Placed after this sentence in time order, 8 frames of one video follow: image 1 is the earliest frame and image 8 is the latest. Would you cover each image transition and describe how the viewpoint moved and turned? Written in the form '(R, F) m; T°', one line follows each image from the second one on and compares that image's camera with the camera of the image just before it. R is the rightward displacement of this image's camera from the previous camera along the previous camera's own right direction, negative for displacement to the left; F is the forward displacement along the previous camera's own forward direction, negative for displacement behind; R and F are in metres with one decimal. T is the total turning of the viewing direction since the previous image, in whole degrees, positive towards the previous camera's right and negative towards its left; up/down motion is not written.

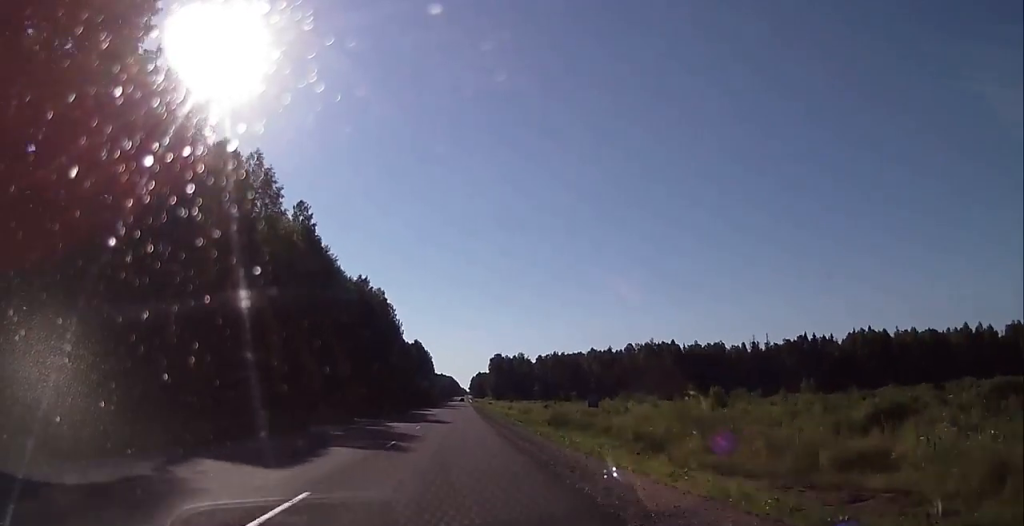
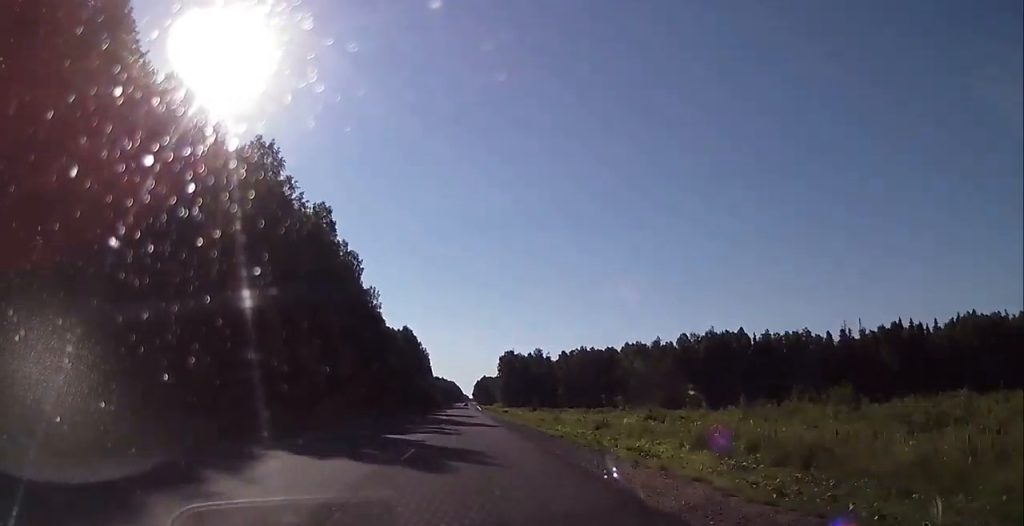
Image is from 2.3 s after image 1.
(-0.1, +73.4) m; 0°
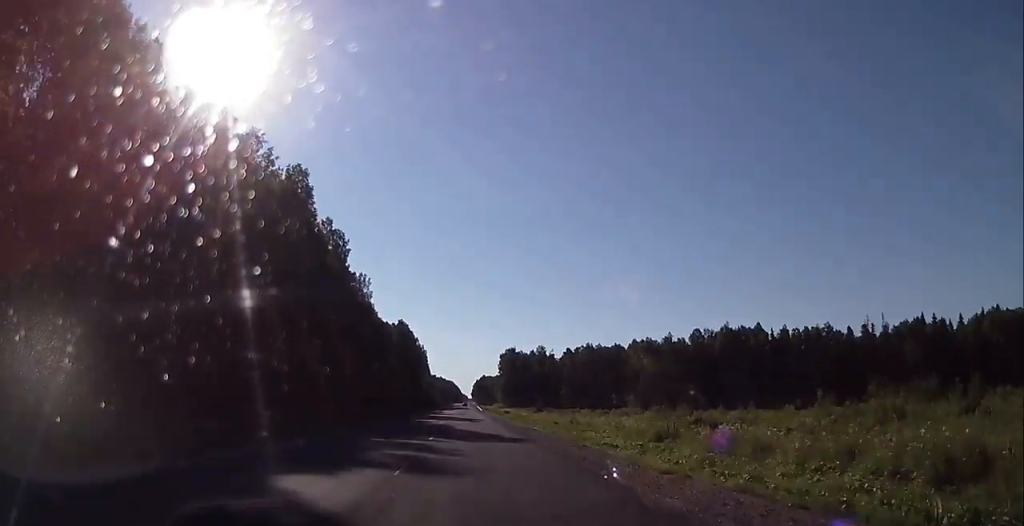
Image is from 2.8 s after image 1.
(+0.1, +14.9) m; +1°
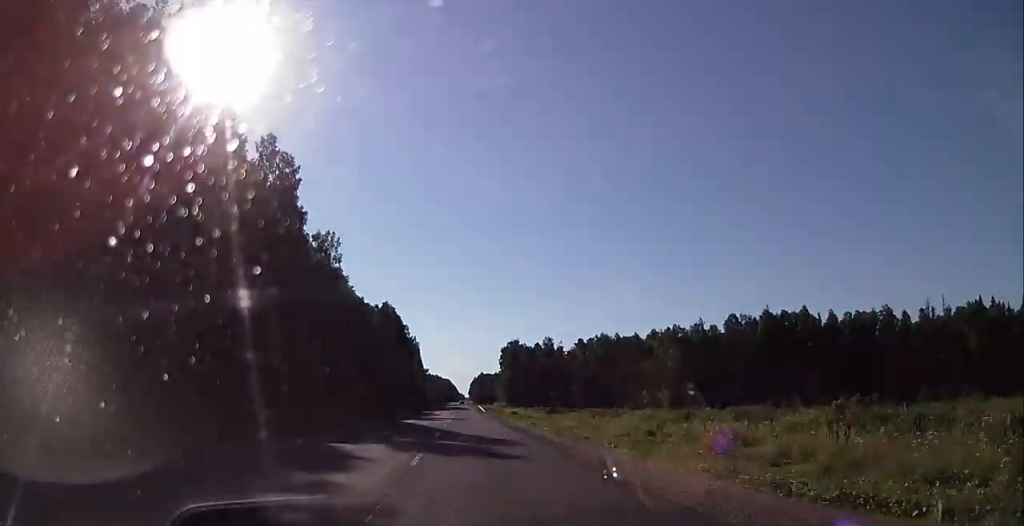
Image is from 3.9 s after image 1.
(+0.4, +34.2) m; +1°
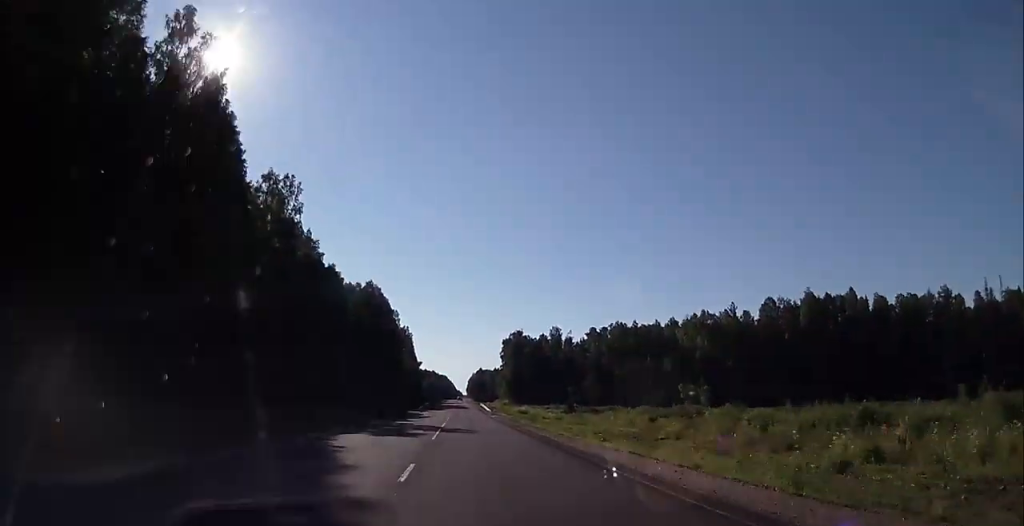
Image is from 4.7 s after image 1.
(+0.3, +26.9) m; +1°
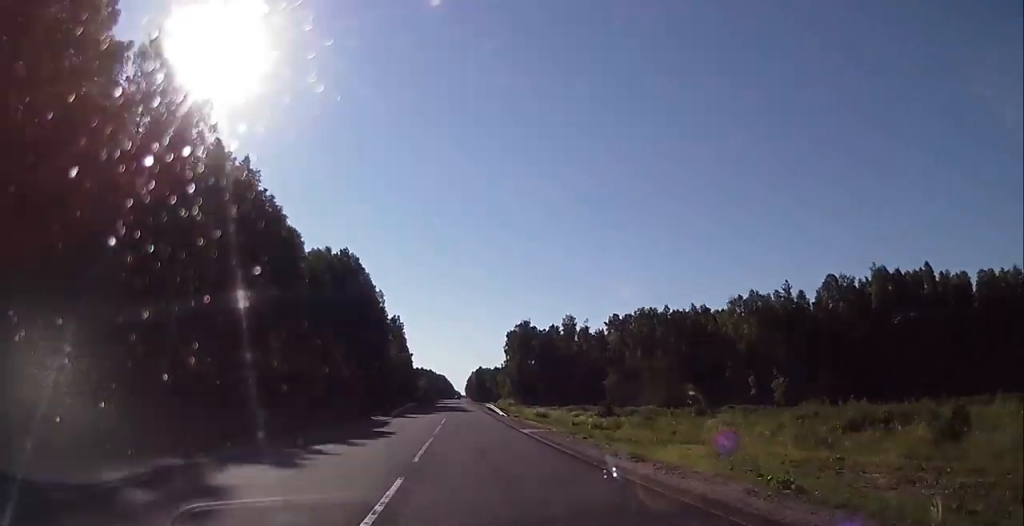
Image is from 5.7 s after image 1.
(0.0, +32.3) m; 0°
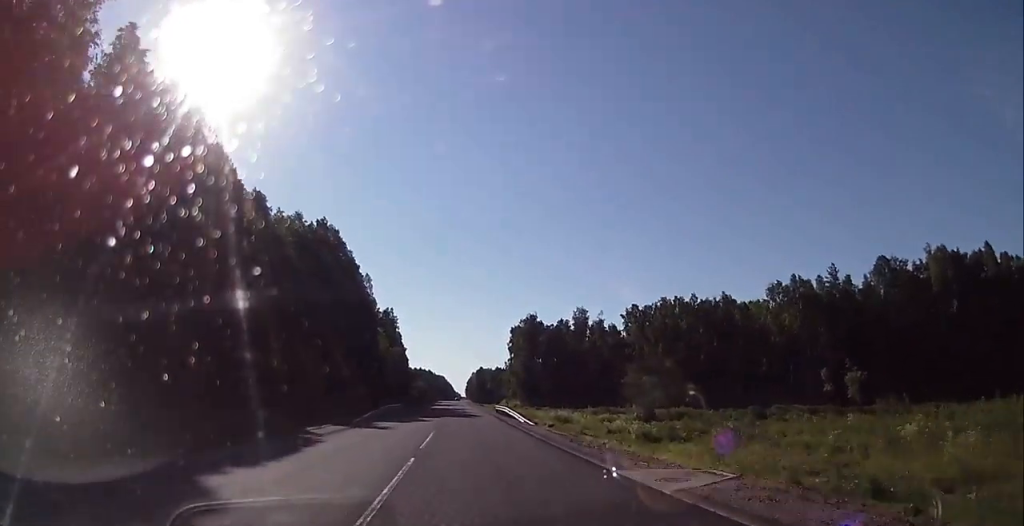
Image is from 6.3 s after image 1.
(+0.1, +20.5) m; 0°
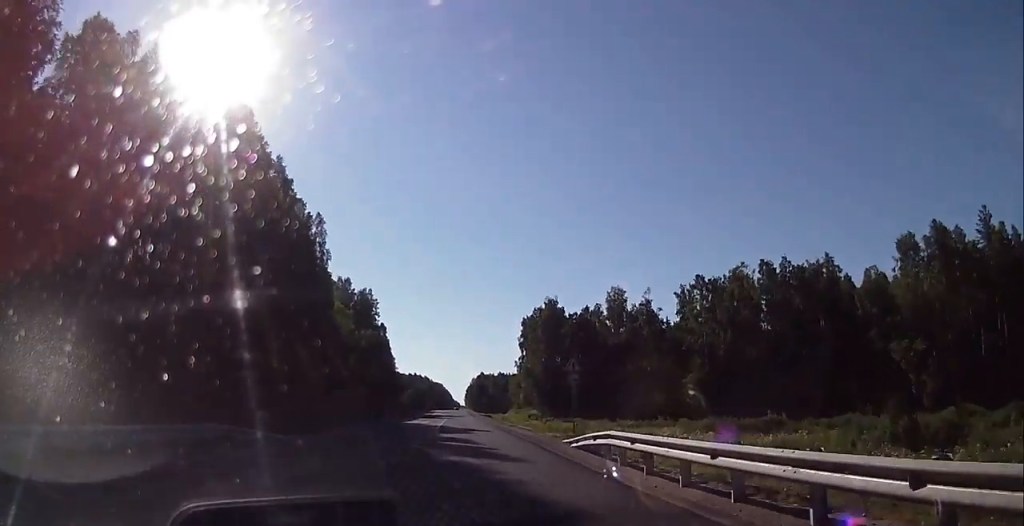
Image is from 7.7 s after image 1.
(0.0, +45.3) m; 0°
